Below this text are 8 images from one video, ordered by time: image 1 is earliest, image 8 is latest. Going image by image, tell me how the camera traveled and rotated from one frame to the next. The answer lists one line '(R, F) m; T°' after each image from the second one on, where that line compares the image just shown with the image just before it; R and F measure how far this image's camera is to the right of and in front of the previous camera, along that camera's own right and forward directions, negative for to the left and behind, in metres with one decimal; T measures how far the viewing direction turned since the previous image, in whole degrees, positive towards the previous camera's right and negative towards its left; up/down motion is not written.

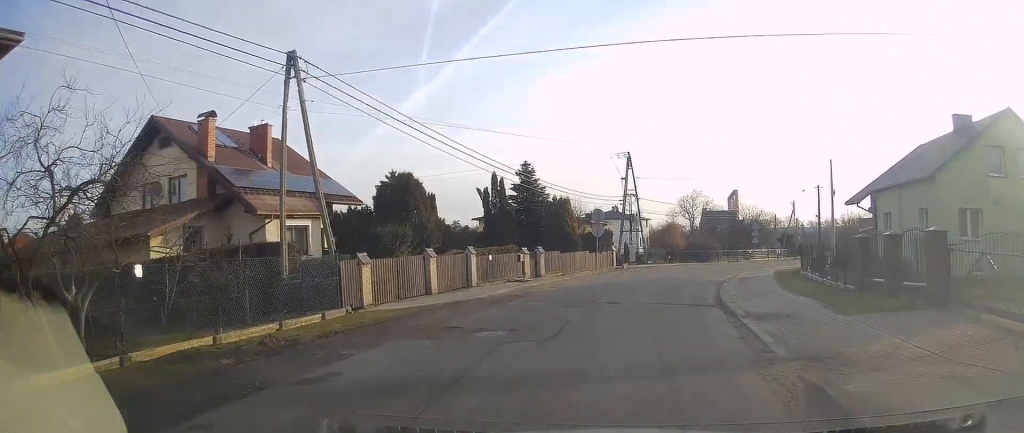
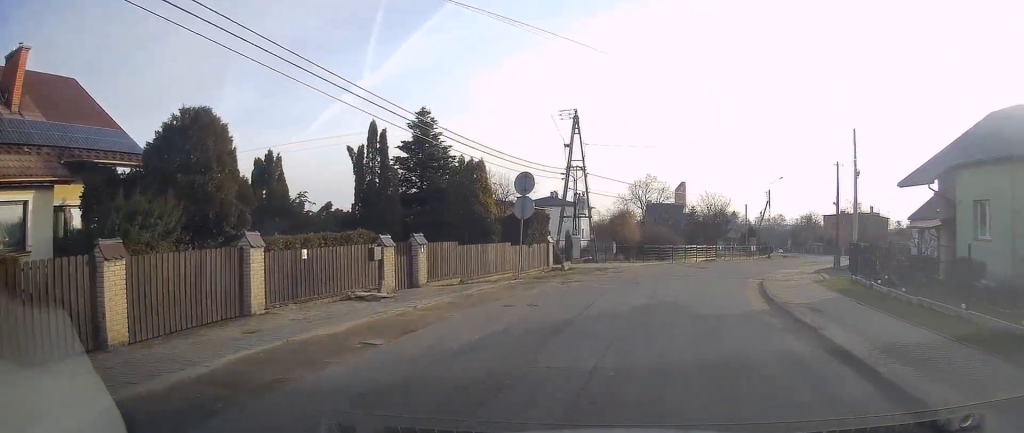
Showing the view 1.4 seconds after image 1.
(+0.8, +14.1) m; +7°
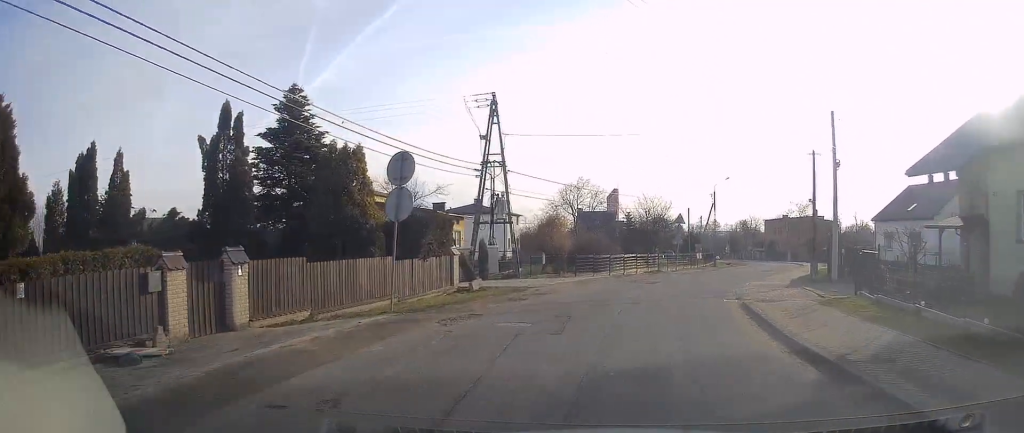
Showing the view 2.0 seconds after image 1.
(+0.4, +6.8) m; +4°
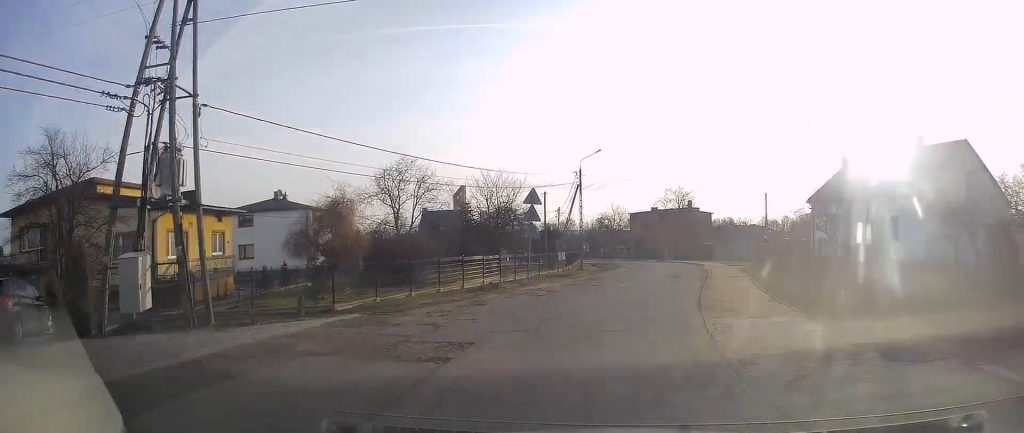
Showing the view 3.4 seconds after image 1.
(+1.3, +17.0) m; +10°
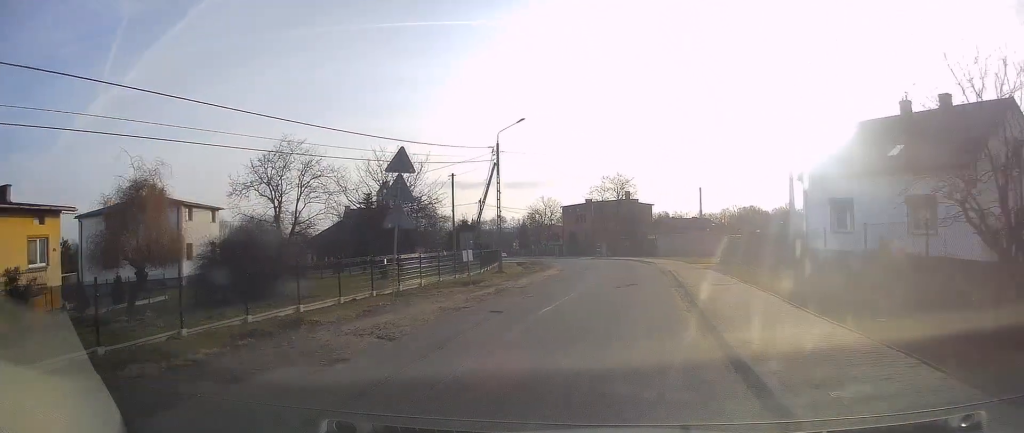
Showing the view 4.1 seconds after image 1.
(+0.6, +10.5) m; +6°
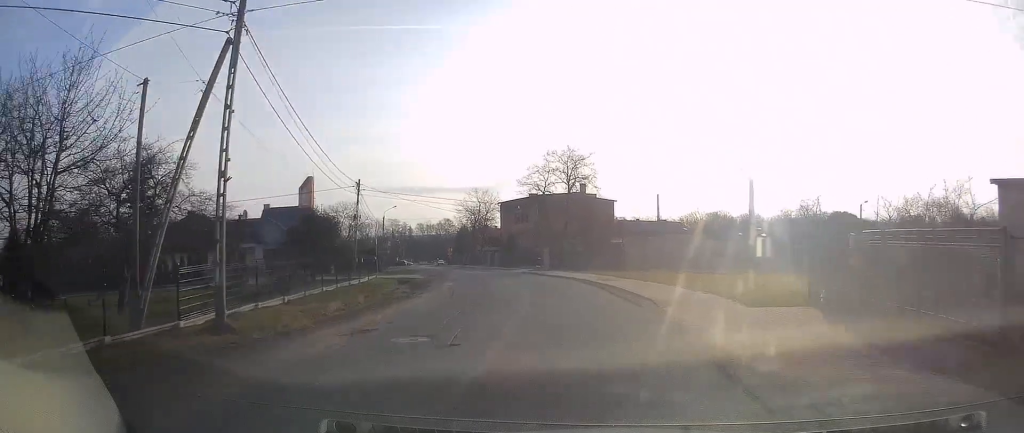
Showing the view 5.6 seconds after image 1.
(+2.2, +24.3) m; +4°
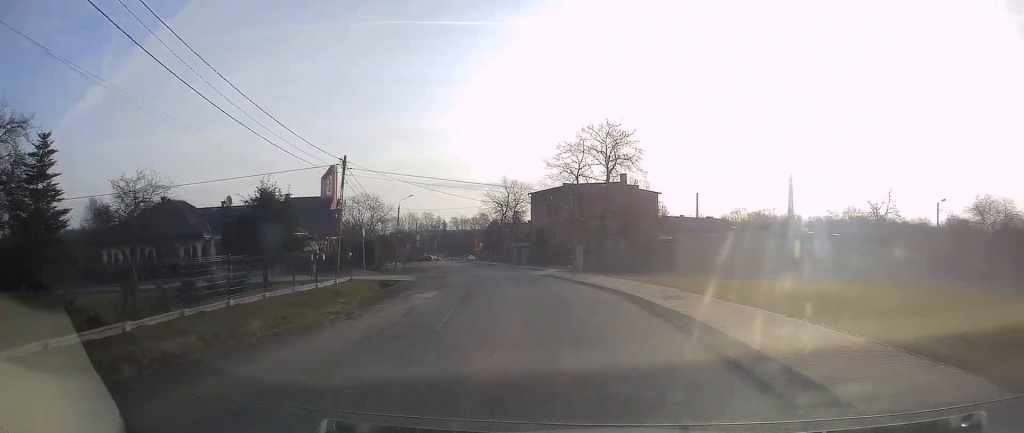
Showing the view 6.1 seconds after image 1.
(-0.4, +9.9) m; -2°
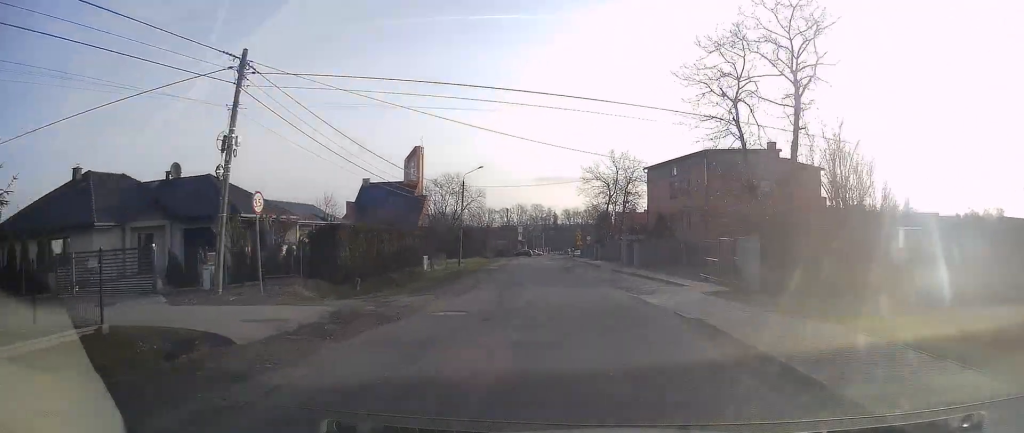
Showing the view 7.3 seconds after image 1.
(-0.8, +21.5) m; -6°
